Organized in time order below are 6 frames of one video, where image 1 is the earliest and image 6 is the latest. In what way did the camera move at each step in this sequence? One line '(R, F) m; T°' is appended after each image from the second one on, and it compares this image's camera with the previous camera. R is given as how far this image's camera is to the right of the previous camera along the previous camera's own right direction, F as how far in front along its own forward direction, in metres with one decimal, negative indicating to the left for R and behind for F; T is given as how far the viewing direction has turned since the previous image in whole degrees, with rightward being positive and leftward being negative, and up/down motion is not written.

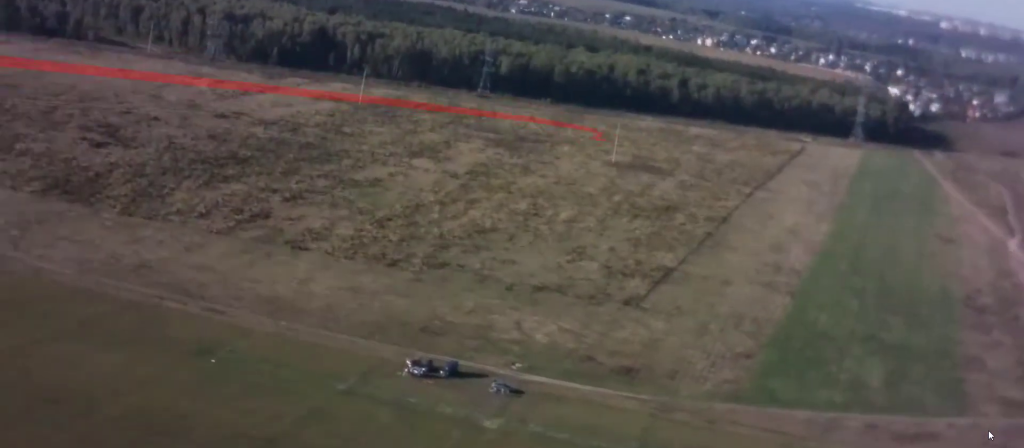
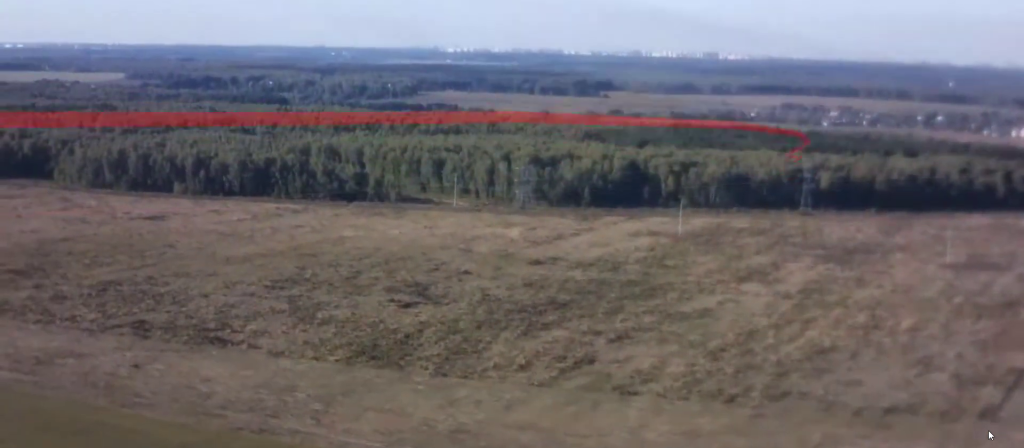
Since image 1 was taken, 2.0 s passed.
(-2.3, +30.1) m; -6°
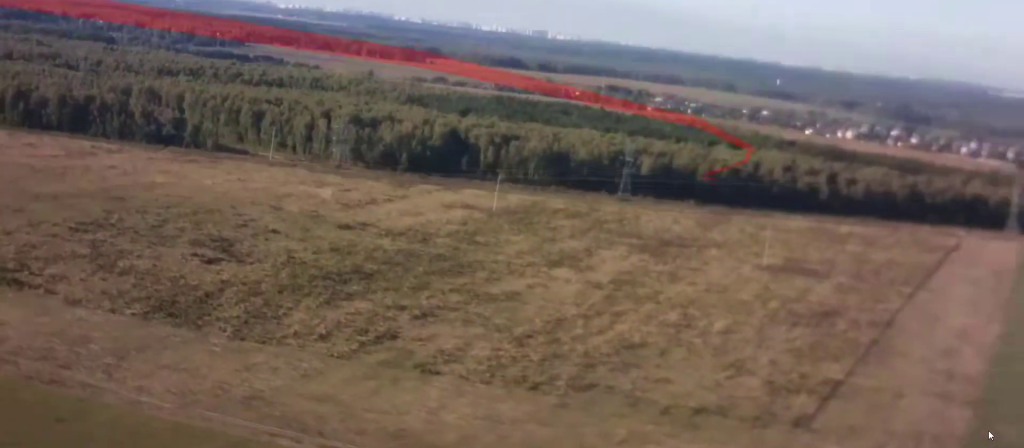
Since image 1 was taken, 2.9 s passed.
(+0.1, +14.7) m; 0°
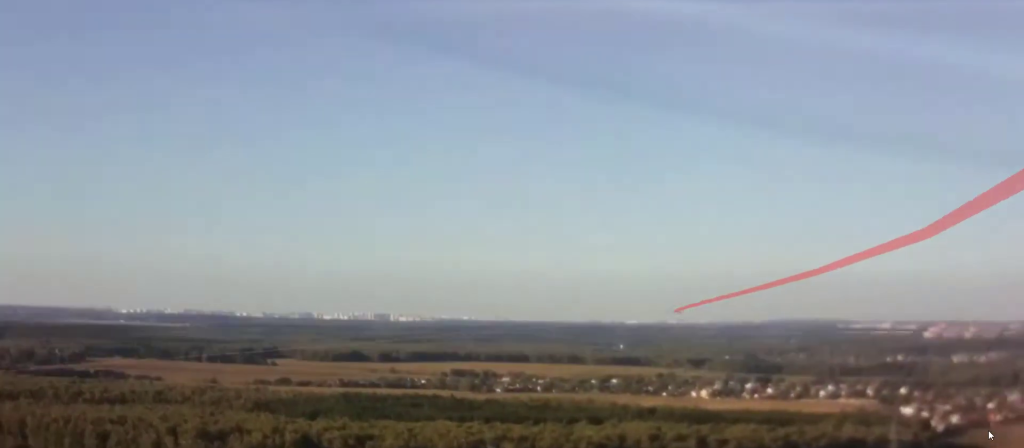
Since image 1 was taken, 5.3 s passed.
(-0.7, +34.3) m; 0°
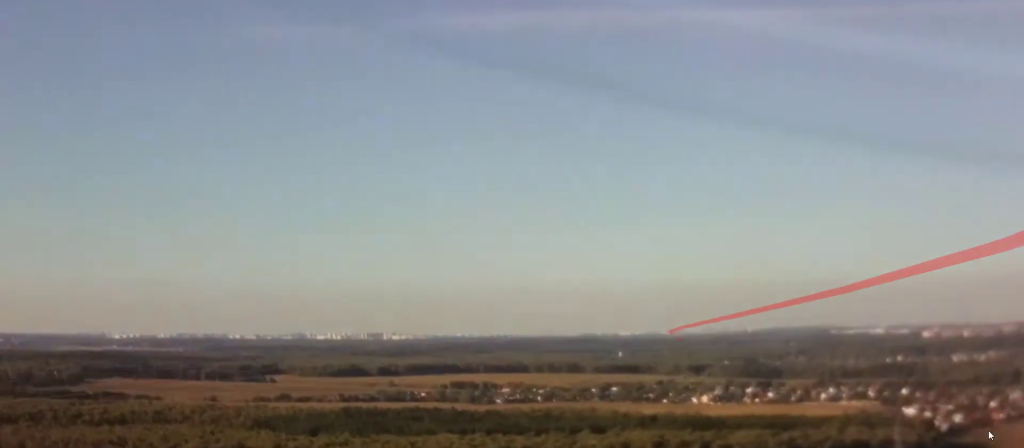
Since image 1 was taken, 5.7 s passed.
(0.0, +5.3) m; +1°
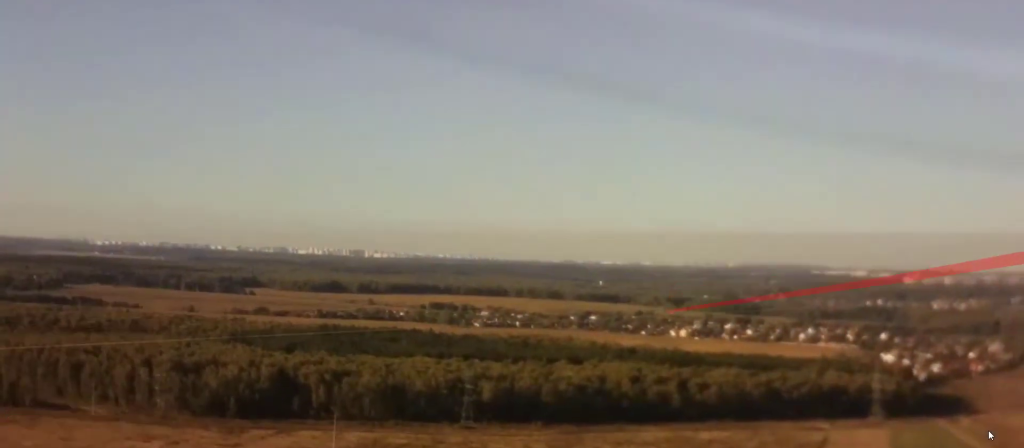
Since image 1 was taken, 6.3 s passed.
(+0.1, +7.6) m; +2°
